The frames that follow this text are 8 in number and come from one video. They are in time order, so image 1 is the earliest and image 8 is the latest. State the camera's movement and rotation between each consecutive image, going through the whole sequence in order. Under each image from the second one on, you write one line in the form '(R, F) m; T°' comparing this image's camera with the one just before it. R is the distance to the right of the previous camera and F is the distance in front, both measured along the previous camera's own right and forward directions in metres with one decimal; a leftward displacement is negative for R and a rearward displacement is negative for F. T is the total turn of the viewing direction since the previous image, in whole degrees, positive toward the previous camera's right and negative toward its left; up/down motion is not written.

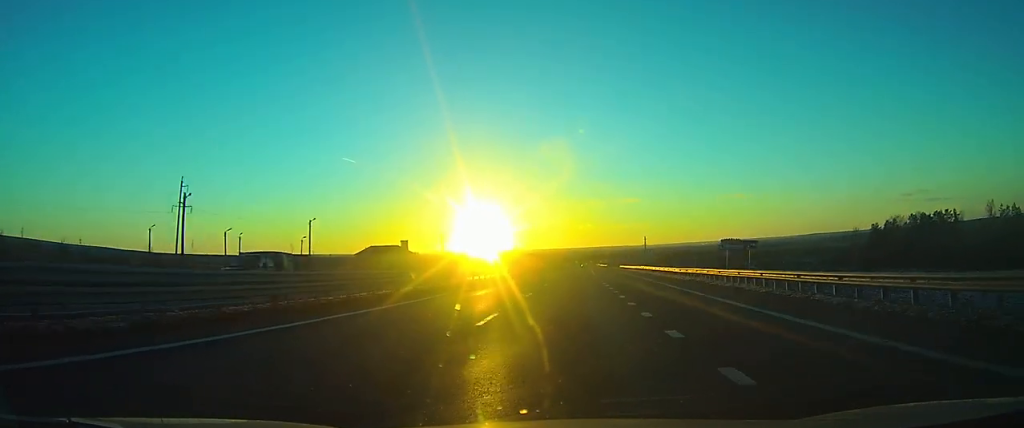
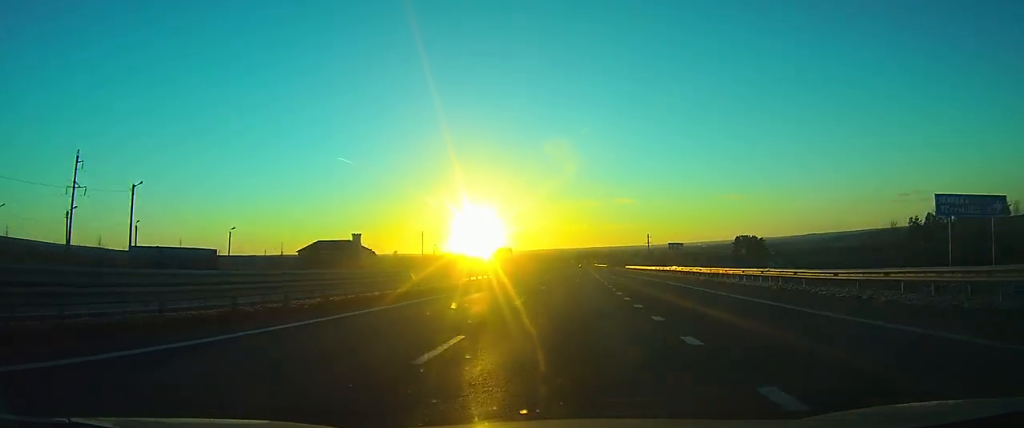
(+0.1, +29.5) m; 0°
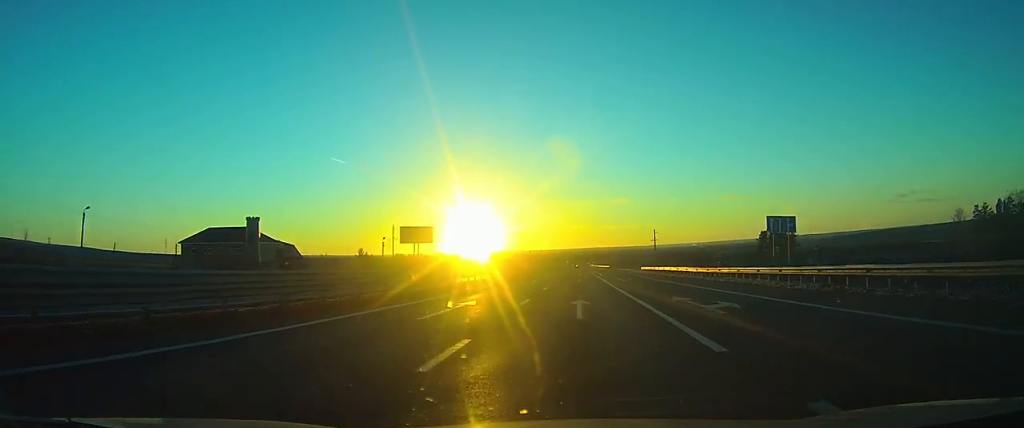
(+0.1, +36.5) m; 0°
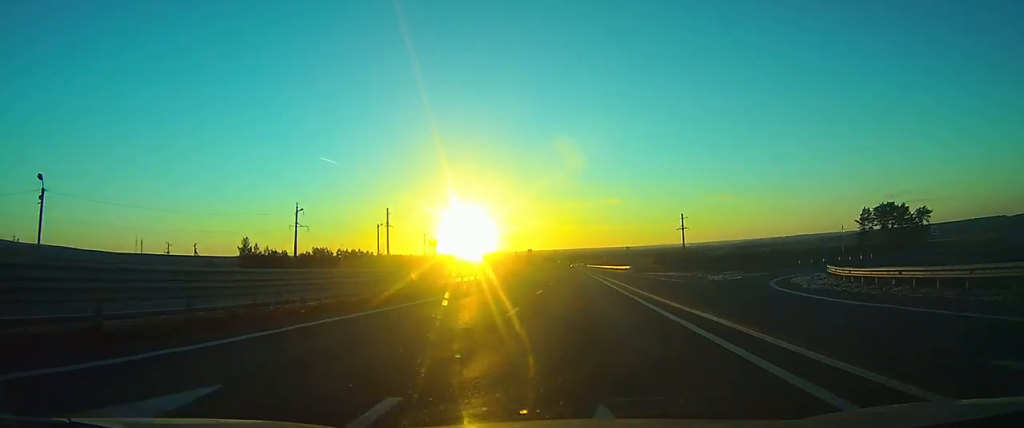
(+0.3, +73.3) m; 0°
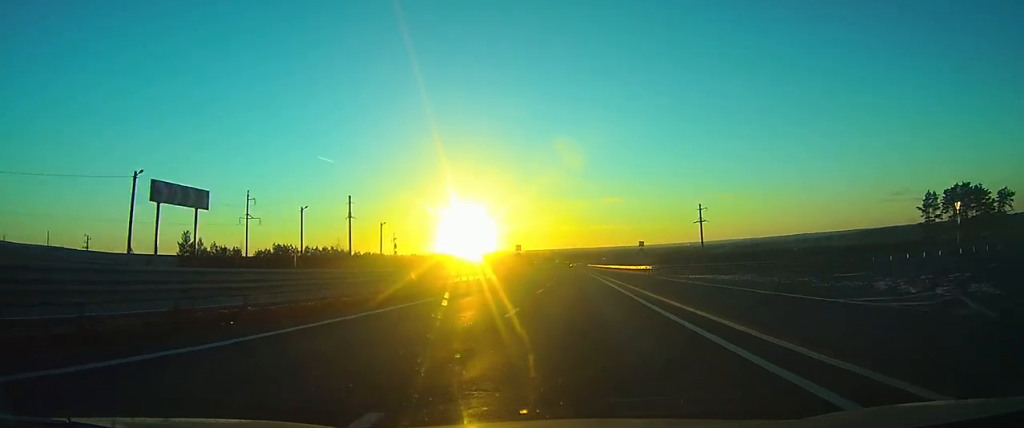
(0.0, +23.4) m; 0°
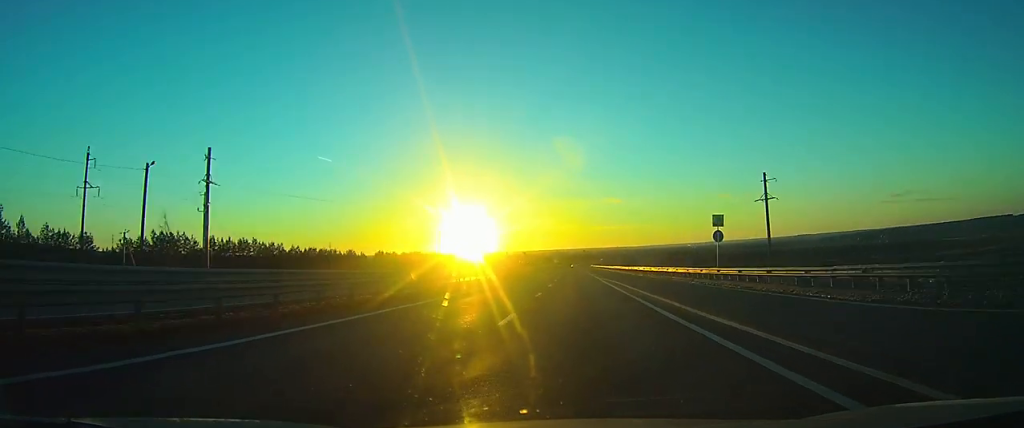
(+0.1, +50.3) m; 0°
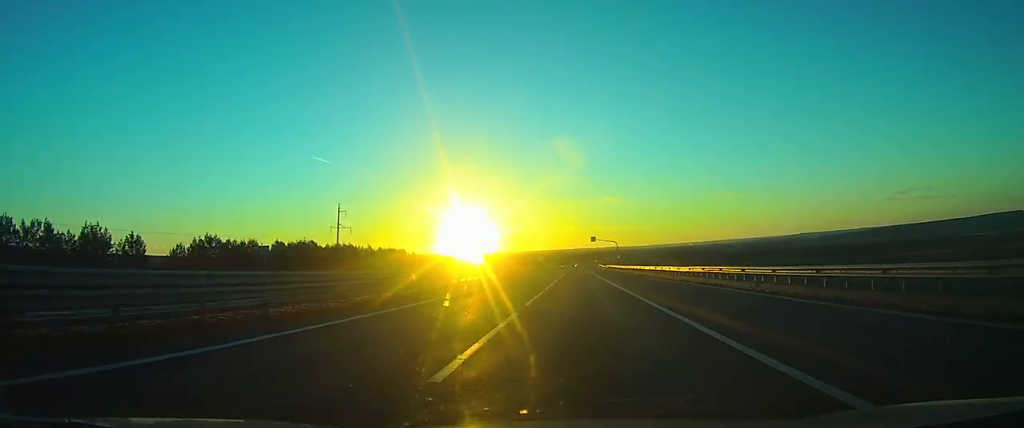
(+0.6, +116.1) m; 0°
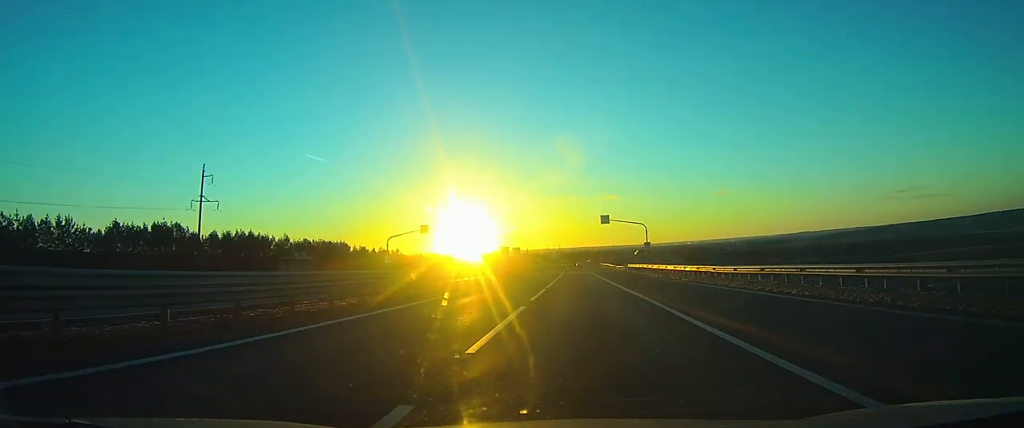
(-0.1, +56.1) m; 0°
